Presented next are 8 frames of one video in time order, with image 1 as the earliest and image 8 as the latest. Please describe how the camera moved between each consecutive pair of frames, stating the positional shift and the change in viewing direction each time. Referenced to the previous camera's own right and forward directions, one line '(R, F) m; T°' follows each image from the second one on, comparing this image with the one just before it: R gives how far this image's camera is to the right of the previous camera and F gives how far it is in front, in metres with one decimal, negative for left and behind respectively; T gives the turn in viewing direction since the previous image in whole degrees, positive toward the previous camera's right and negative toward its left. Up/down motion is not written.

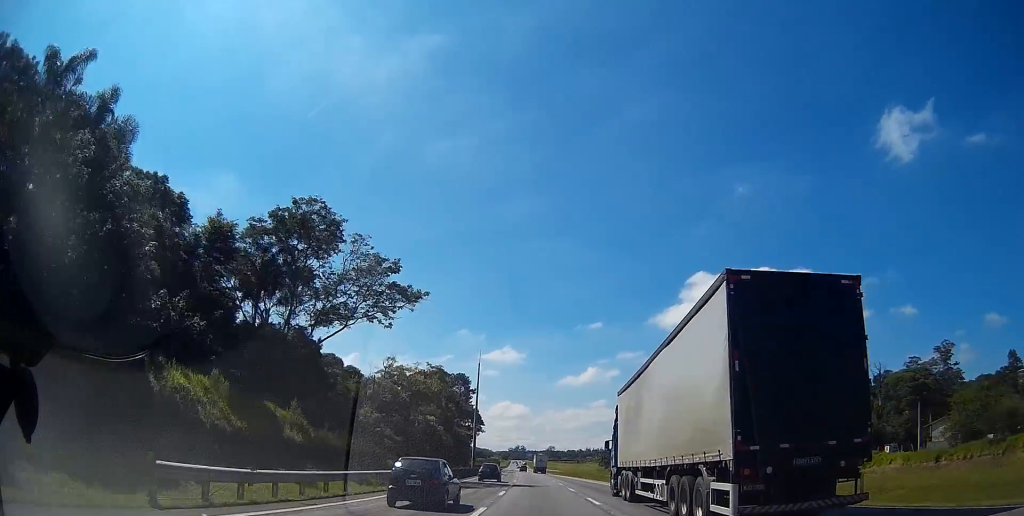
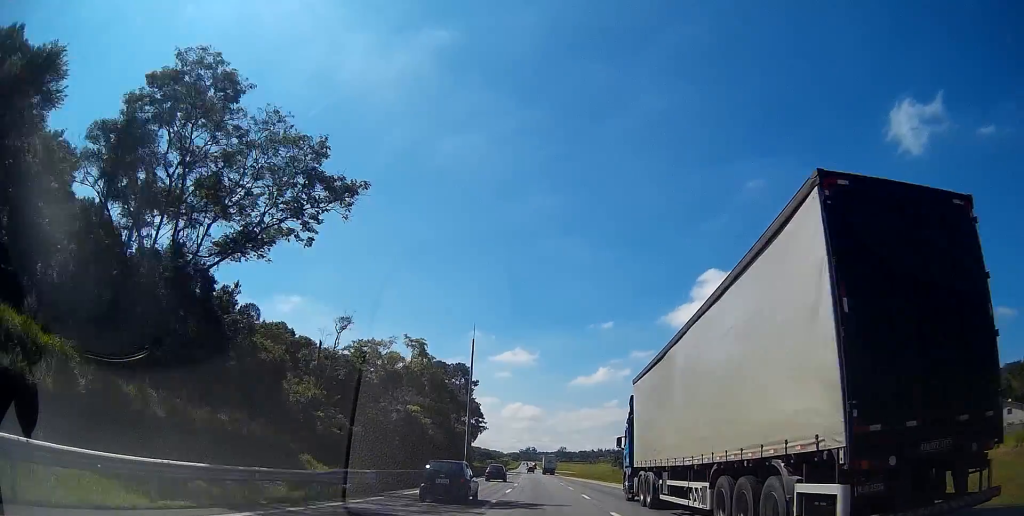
(-0.1, +20.0) m; -2°
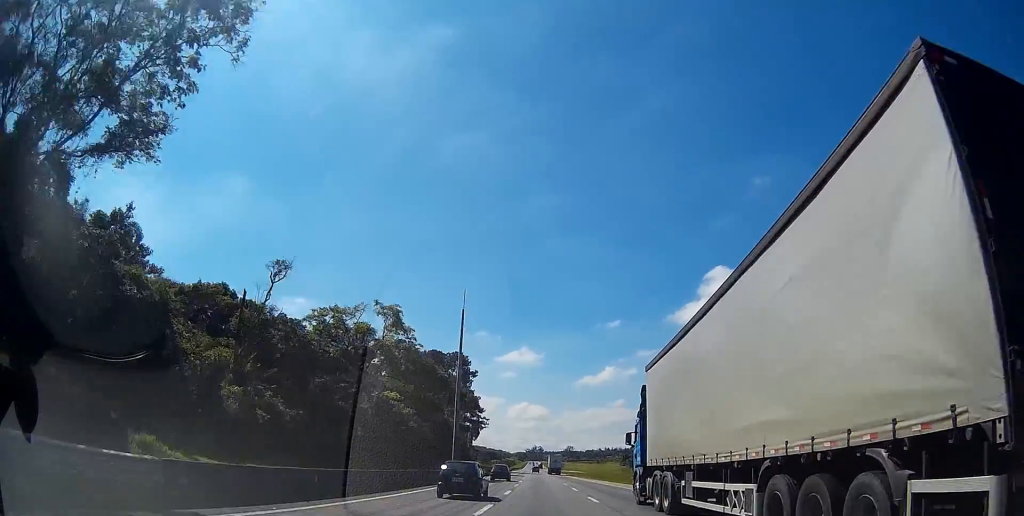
(-0.4, +14.8) m; -1°
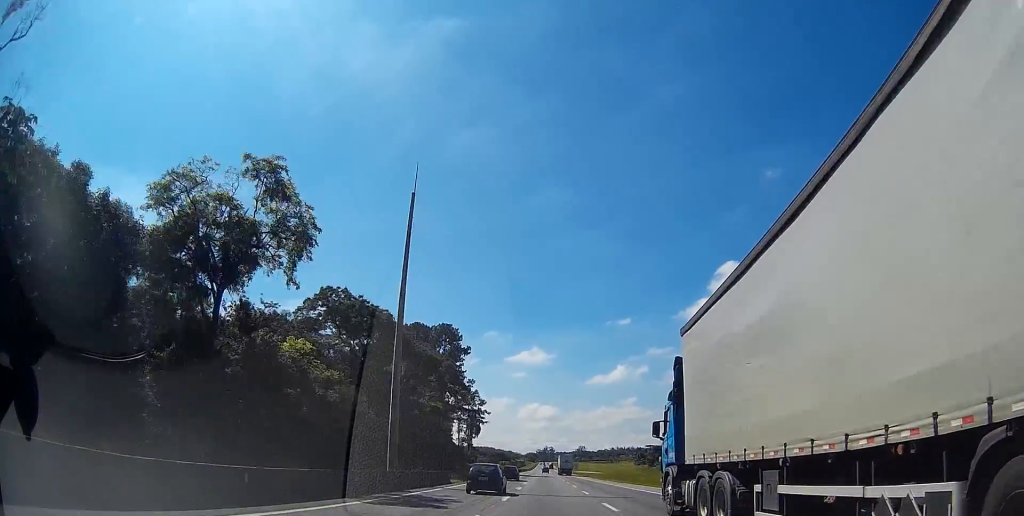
(-0.5, +28.5) m; -1°
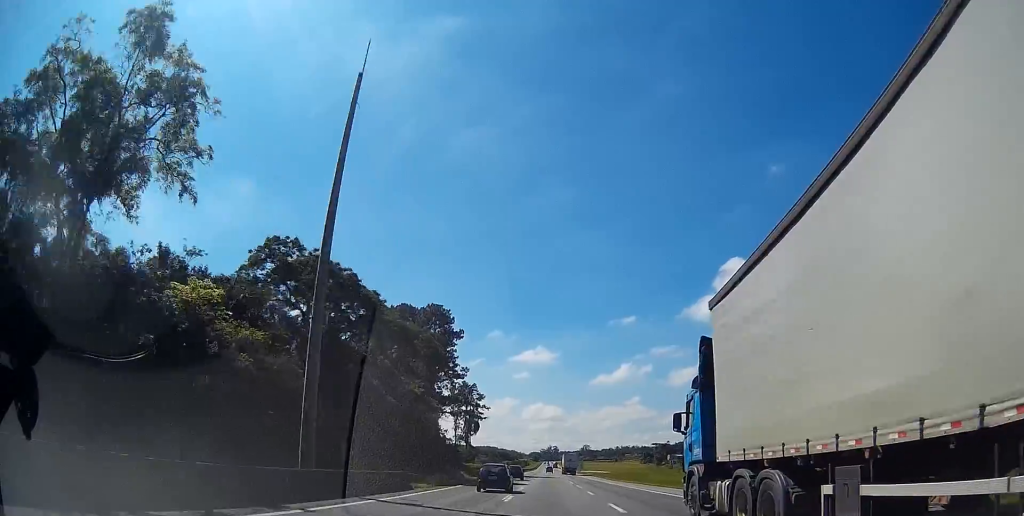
(-0.1, +12.9) m; 0°
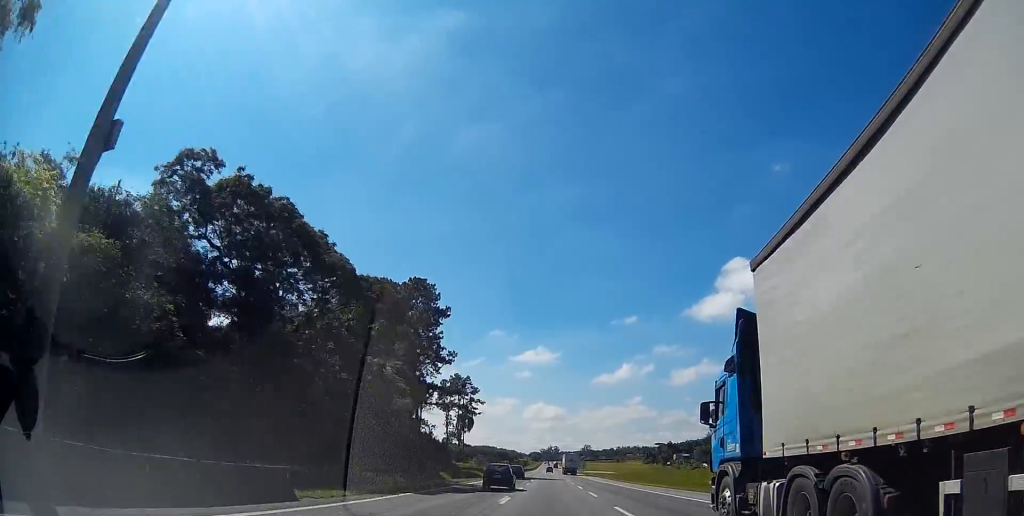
(0.0, +13.7) m; 0°
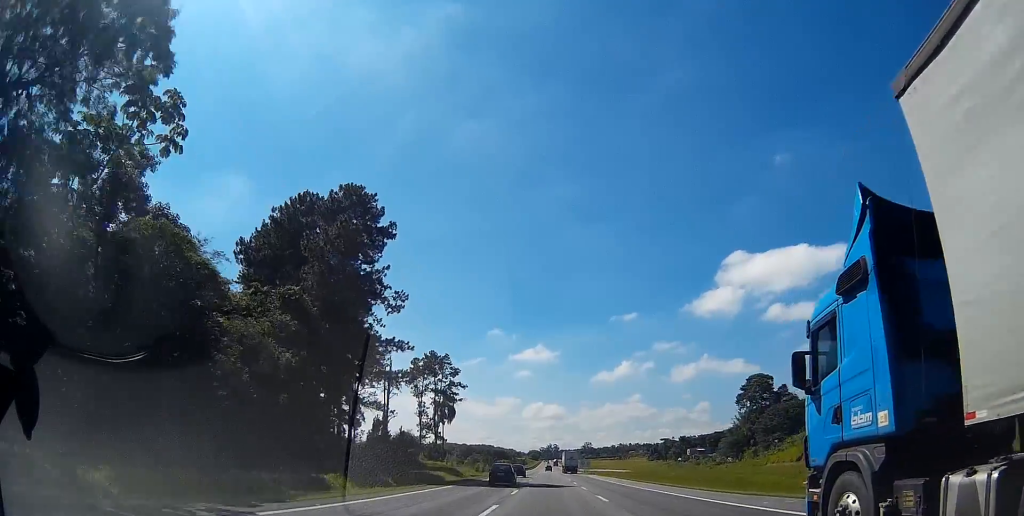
(-0.3, +29.2) m; -1°
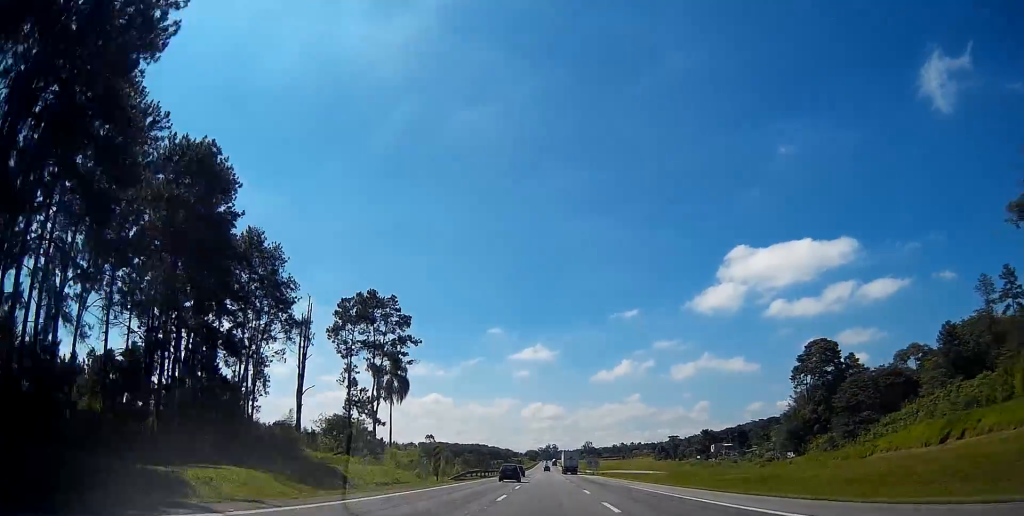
(-0.1, +41.6) m; -1°
